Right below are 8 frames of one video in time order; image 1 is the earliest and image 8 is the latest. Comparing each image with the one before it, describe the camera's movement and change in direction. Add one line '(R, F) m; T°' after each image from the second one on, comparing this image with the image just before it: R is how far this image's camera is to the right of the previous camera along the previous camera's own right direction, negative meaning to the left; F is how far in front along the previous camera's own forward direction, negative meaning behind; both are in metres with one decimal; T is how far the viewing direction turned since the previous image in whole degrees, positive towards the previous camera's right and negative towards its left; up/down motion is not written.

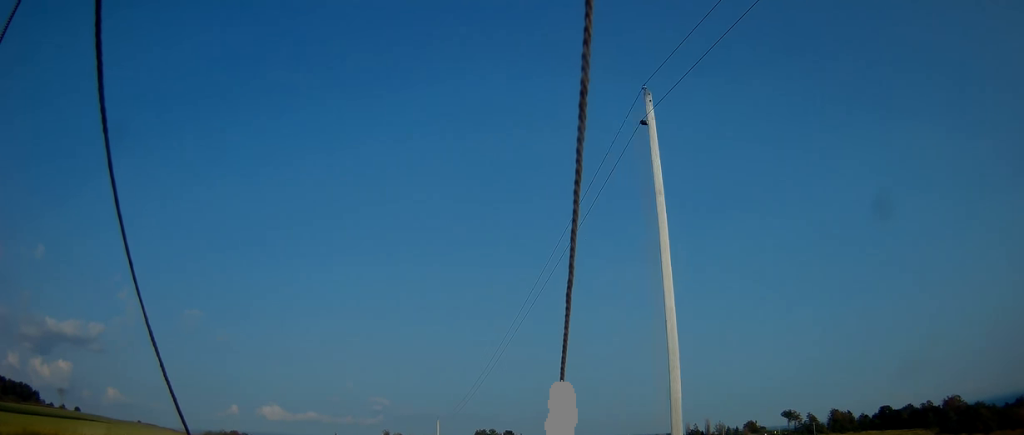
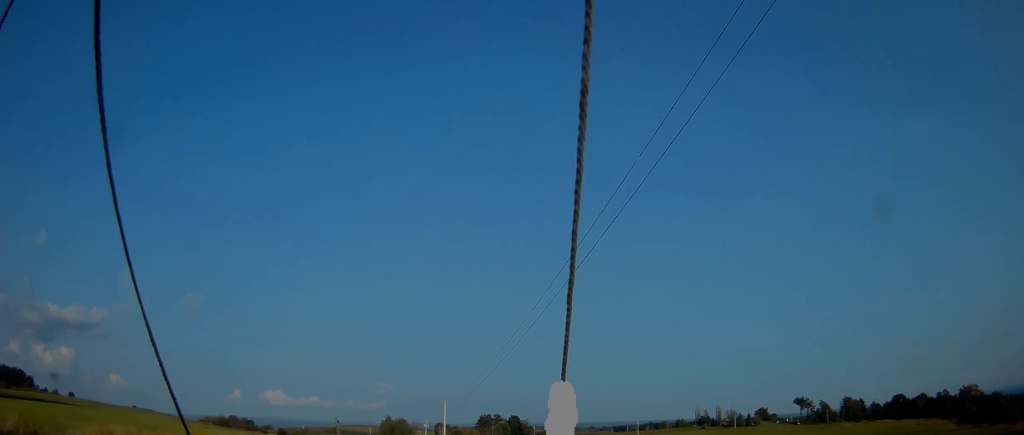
(+0.3, +14.0) m; 0°
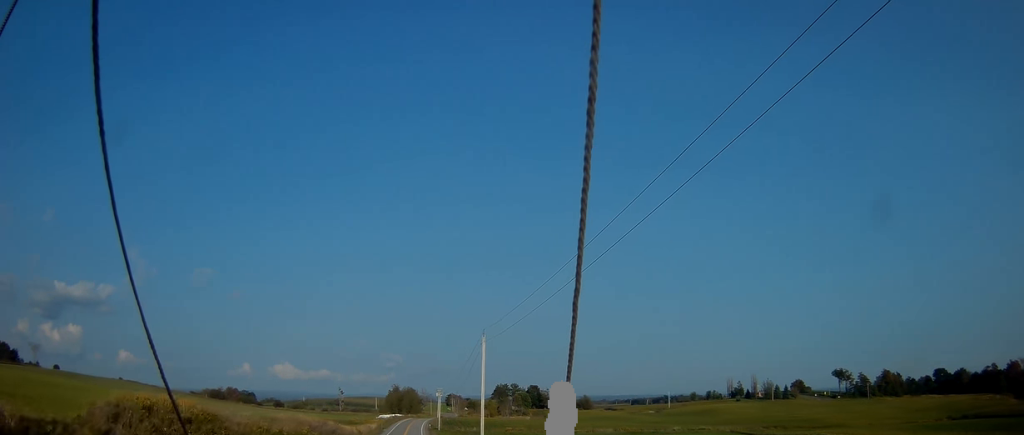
(-0.7, +37.7) m; -1°
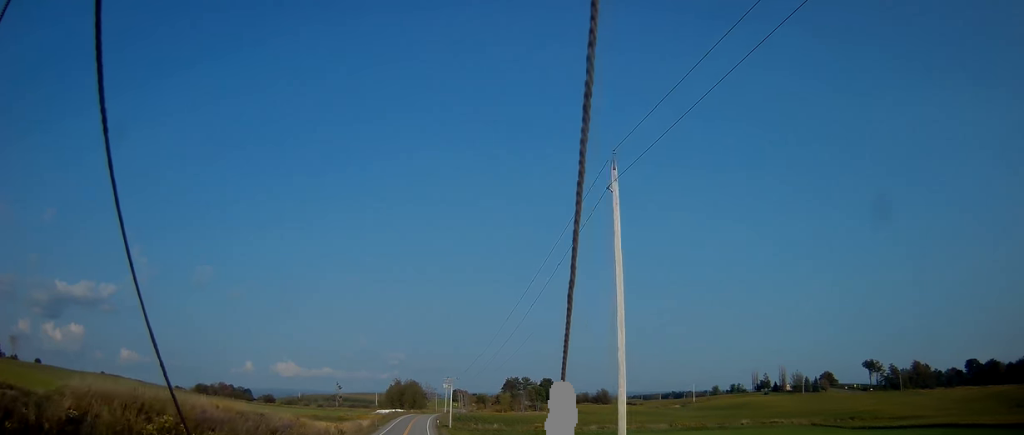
(0.0, +31.4) m; 0°
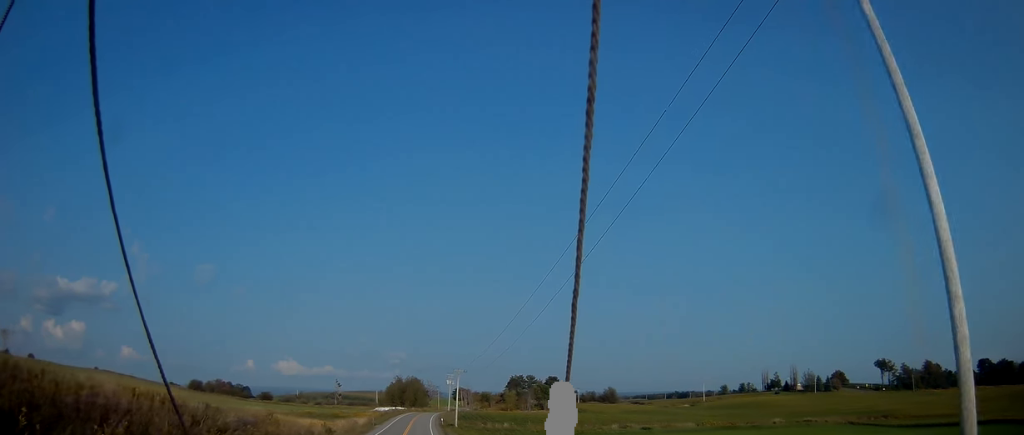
(0.0, +11.3) m; 0°
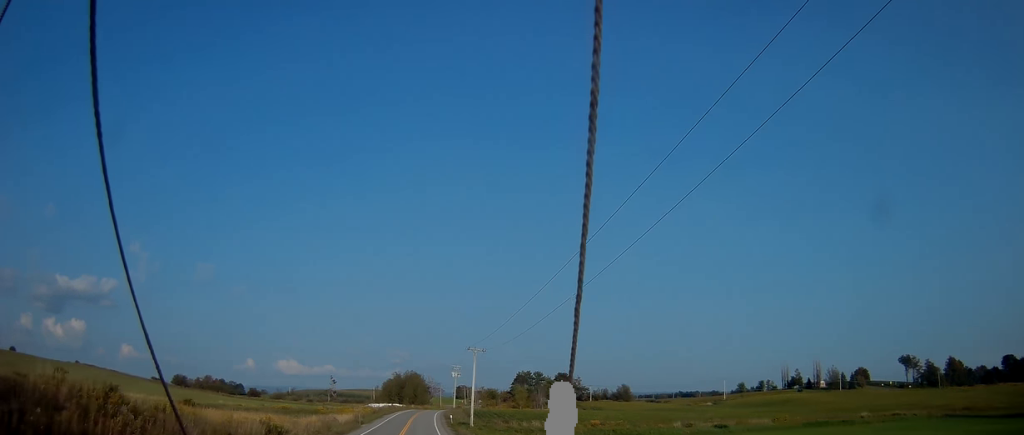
(0.0, +24.9) m; -1°
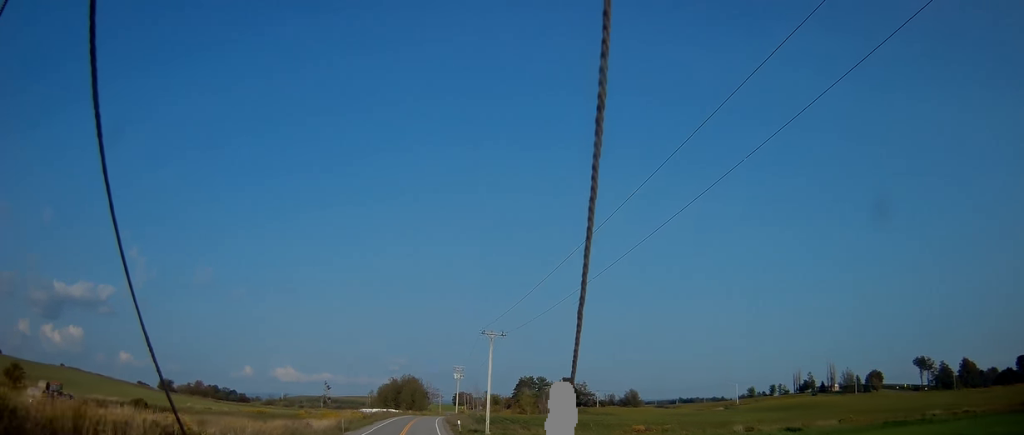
(-0.1, +15.8) m; 0°
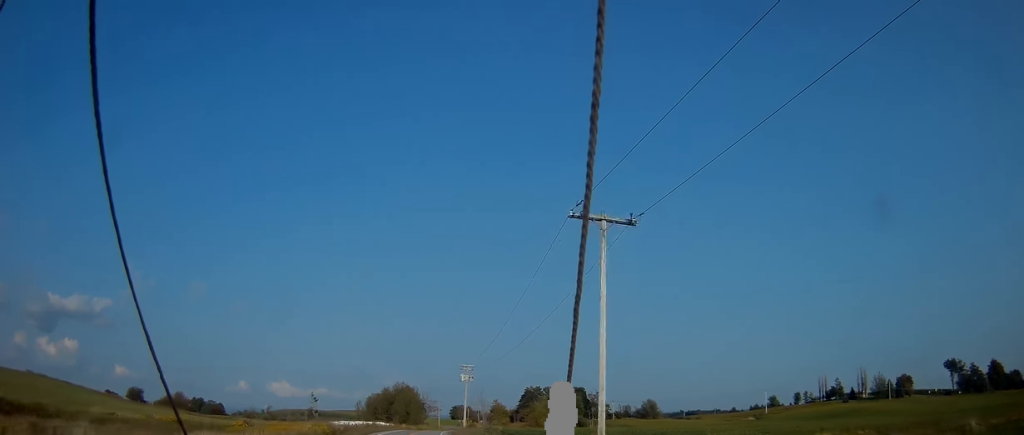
(+0.2, +31.8) m; +1°
